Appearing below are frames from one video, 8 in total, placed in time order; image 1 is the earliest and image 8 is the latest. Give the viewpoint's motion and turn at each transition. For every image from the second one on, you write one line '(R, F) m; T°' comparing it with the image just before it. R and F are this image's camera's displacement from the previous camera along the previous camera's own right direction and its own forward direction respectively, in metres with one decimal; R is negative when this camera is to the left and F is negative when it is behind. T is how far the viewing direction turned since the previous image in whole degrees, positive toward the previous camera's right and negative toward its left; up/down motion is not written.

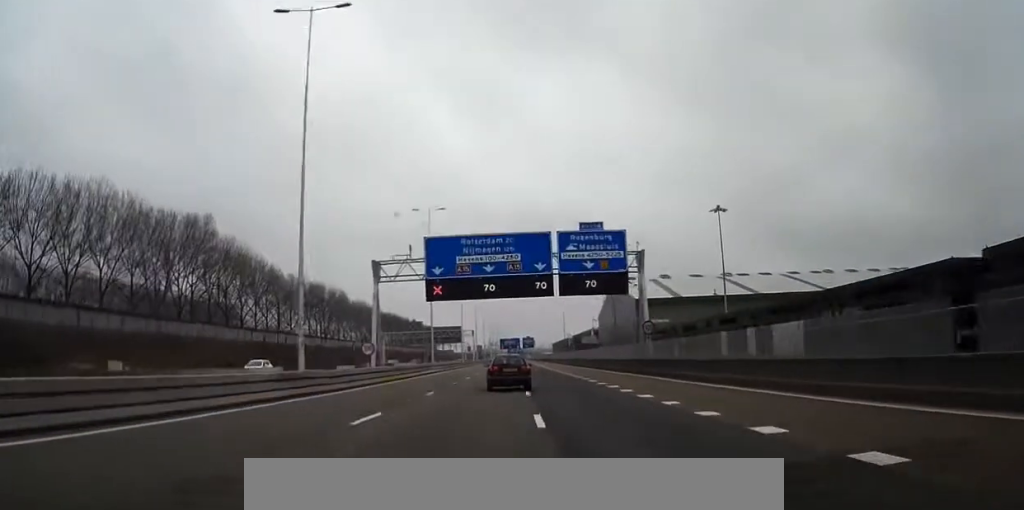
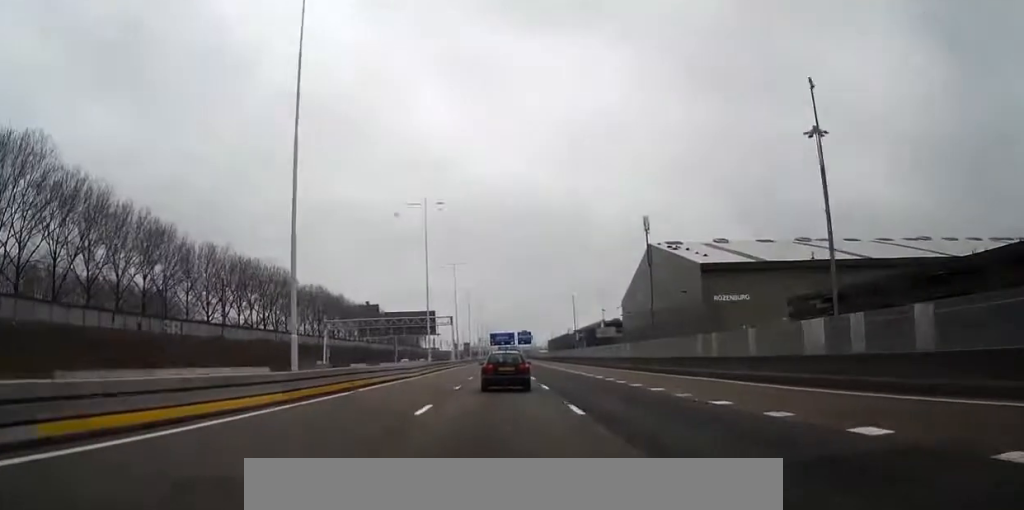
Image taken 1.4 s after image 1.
(+0.5, +56.9) m; +1°
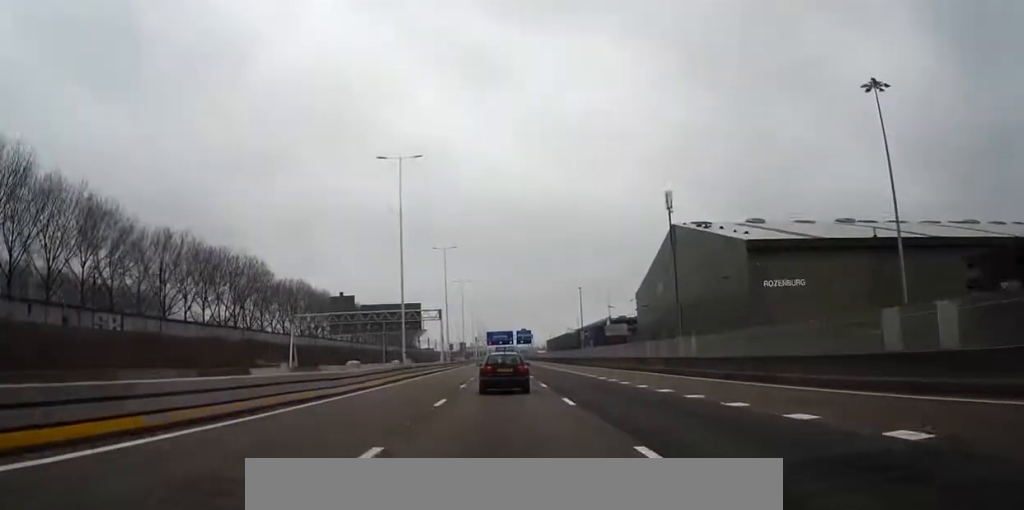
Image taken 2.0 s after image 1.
(0.0, +20.8) m; 0°
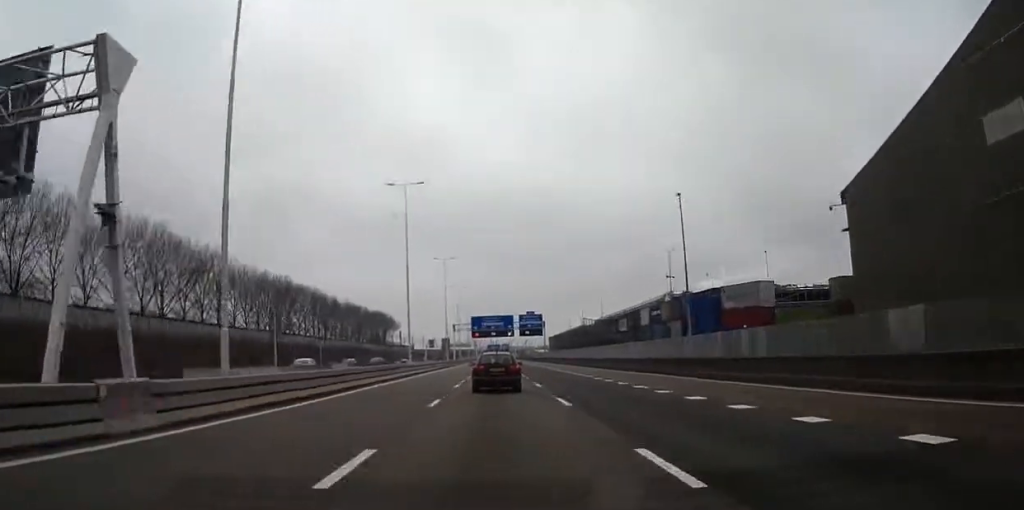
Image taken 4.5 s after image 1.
(+0.9, +97.0) m; +1°
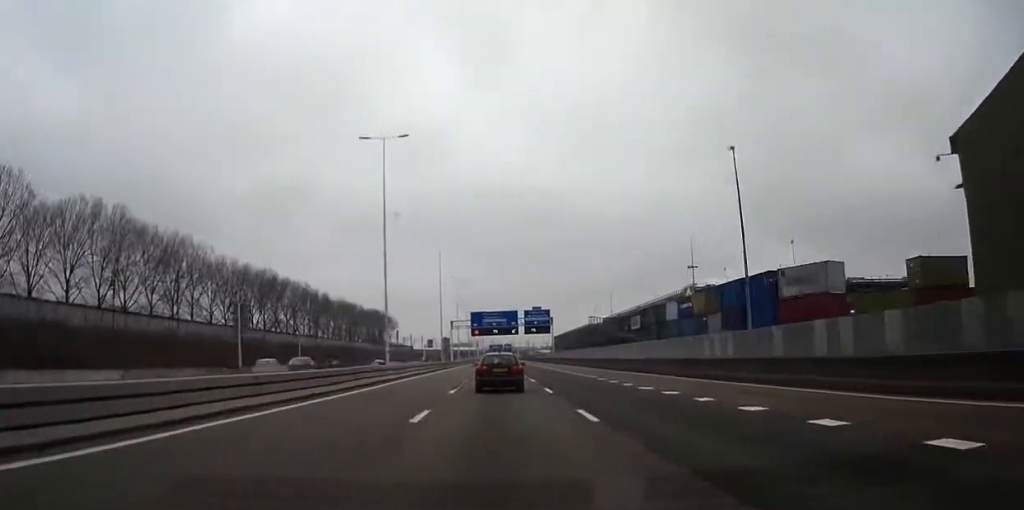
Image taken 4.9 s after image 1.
(0.0, +16.5) m; 0°
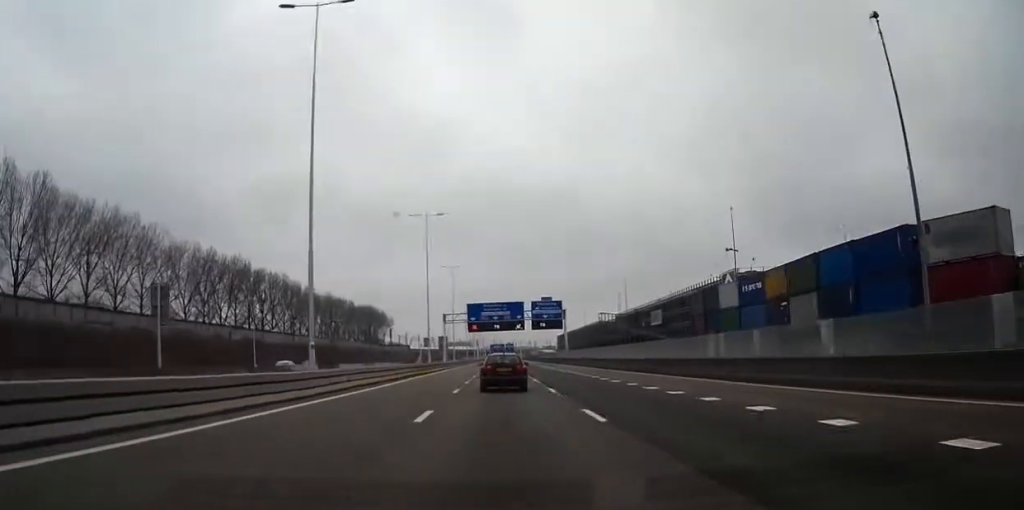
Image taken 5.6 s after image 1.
(-0.1, +24.3) m; 0°
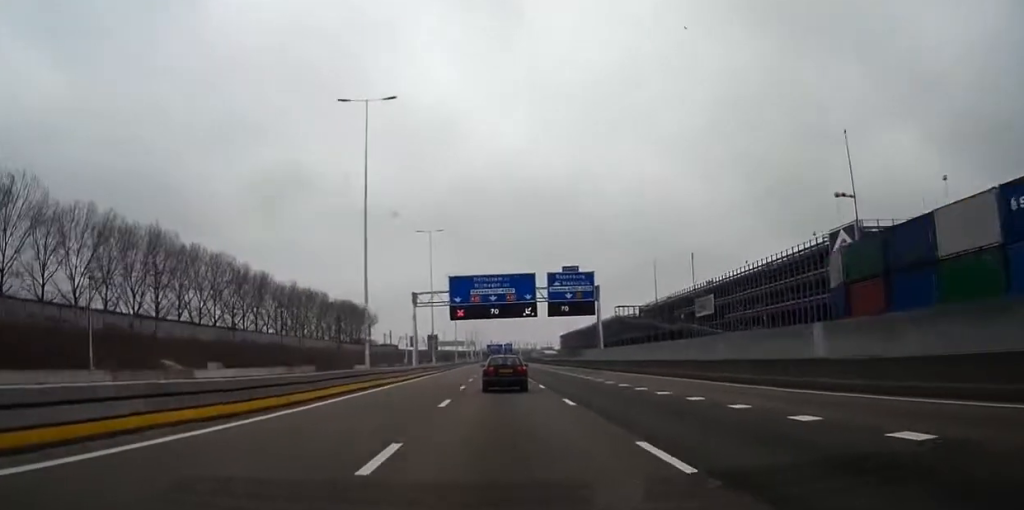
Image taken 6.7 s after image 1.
(-0.2, +42.3) m; 0°
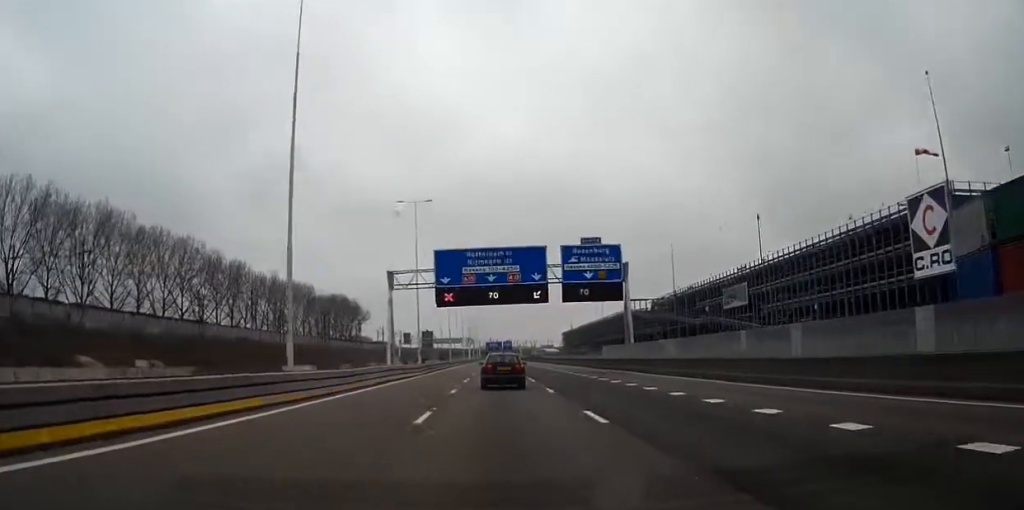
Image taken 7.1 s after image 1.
(0.0, +18.0) m; 0°
